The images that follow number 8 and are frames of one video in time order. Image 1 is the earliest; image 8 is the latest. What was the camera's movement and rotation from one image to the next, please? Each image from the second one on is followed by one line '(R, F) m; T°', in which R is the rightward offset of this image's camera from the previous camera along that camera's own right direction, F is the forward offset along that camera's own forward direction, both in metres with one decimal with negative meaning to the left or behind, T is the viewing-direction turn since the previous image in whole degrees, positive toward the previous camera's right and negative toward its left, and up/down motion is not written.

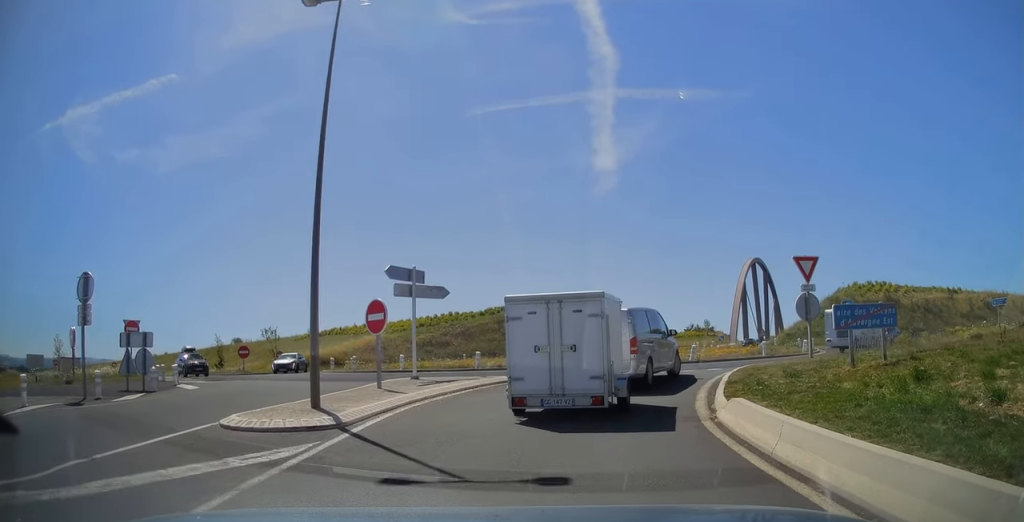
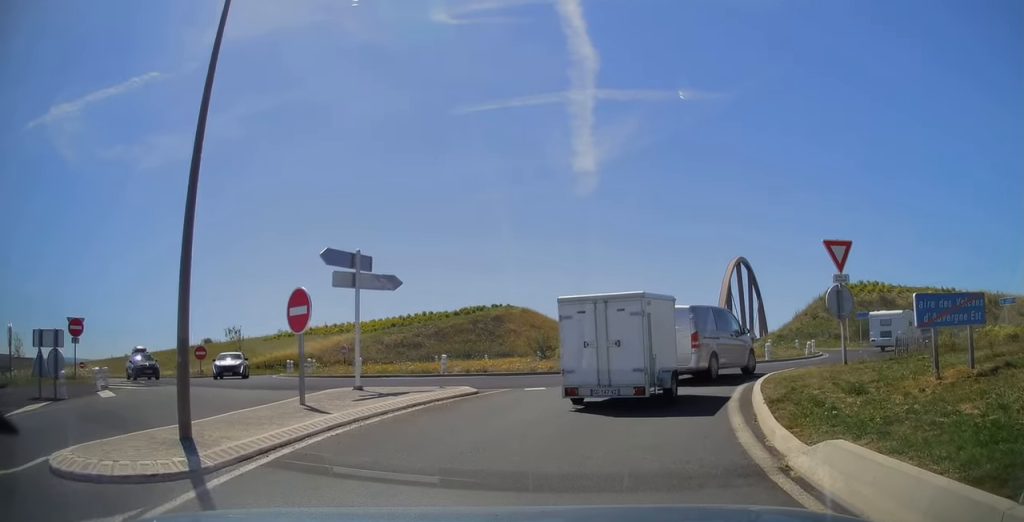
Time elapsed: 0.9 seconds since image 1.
(0.0, +4.0) m; +3°
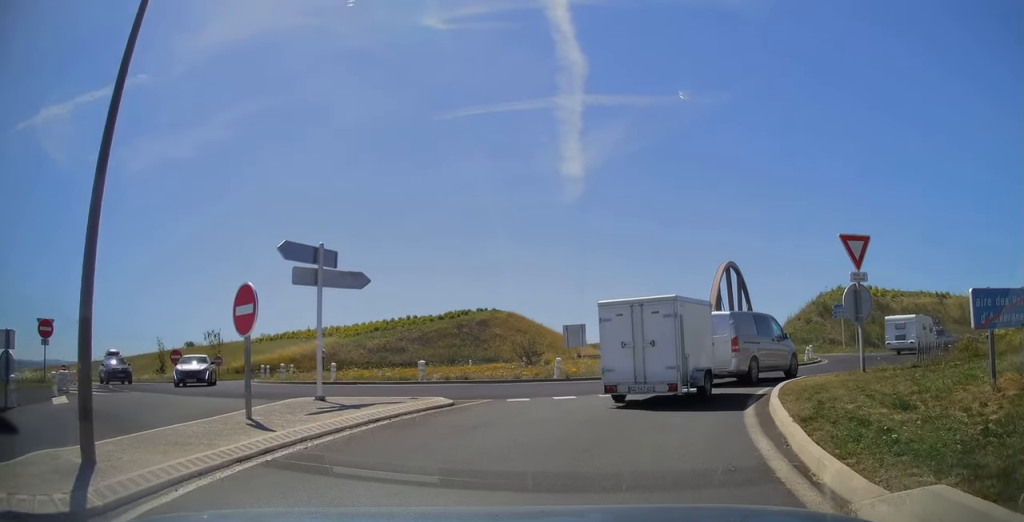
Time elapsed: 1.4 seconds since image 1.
(0.0, +1.9) m; +3°
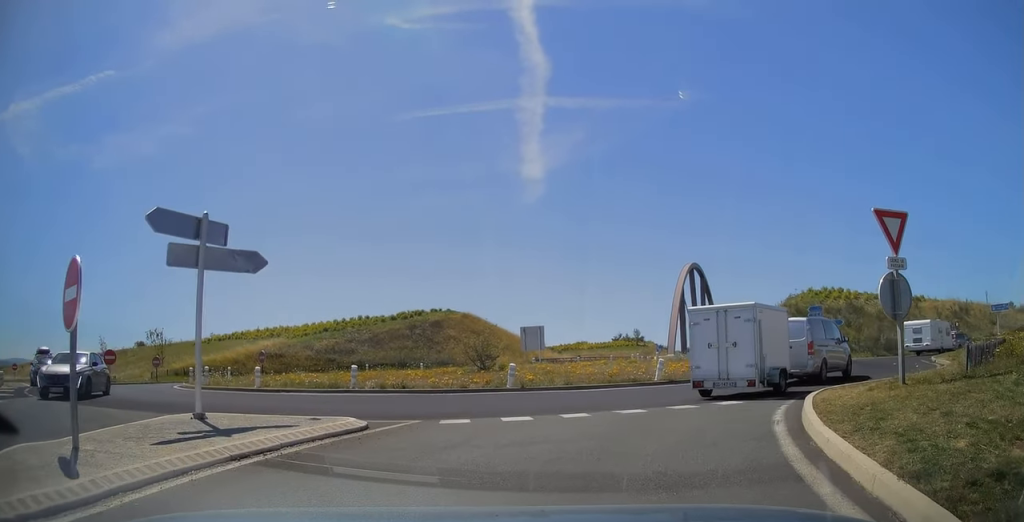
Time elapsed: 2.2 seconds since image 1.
(+0.1, +3.2) m; +4°
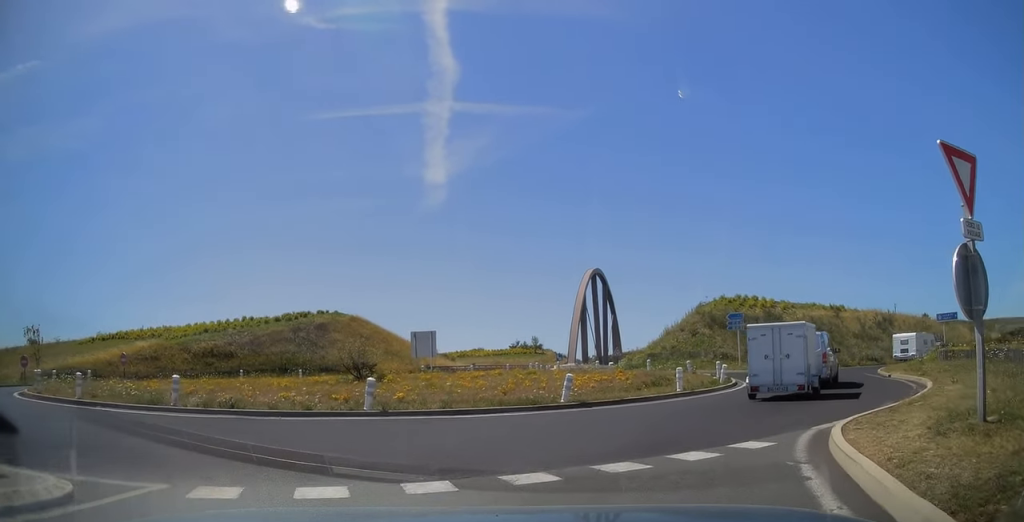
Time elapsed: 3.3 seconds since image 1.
(+0.1, +3.5) m; +7°
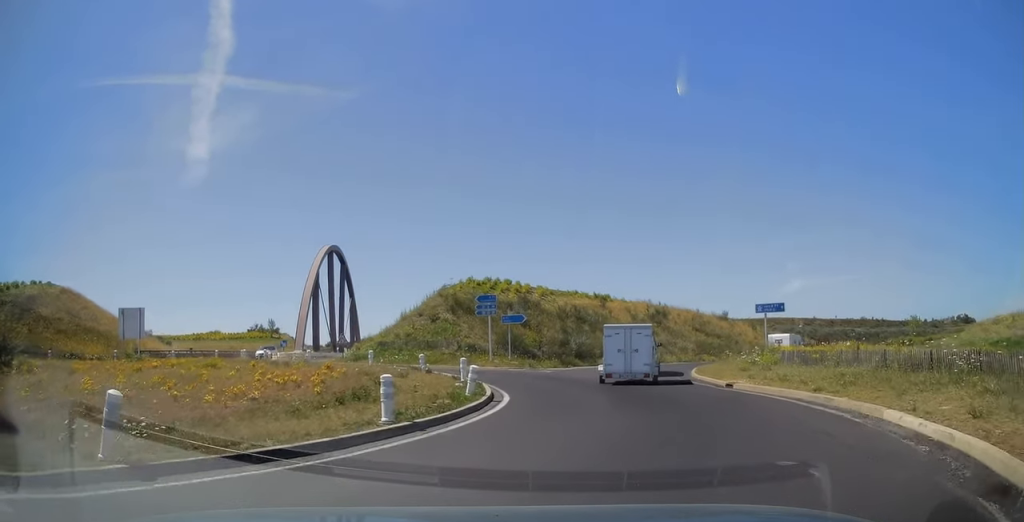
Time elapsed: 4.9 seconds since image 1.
(+1.1, +7.6) m; +17°
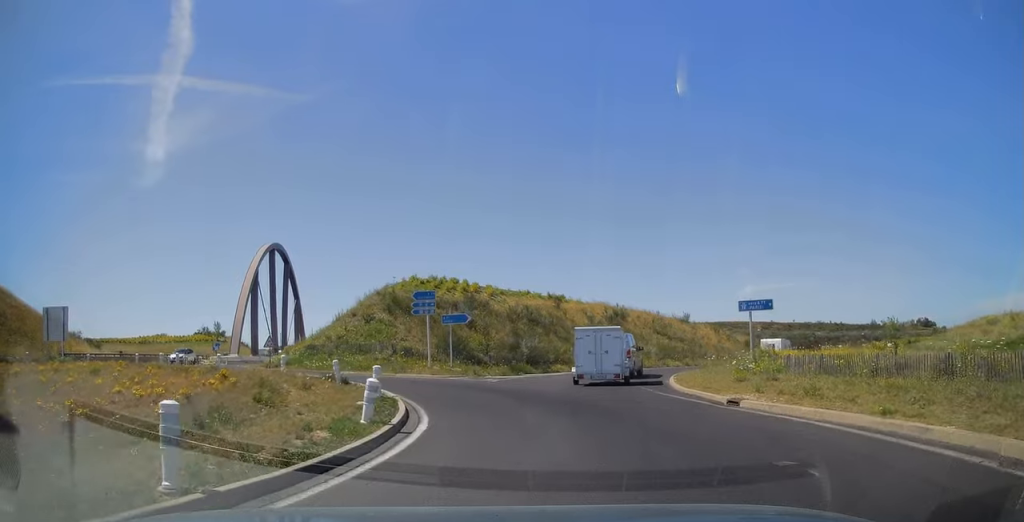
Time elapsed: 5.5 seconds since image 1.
(+0.2, +4.8) m; +6°
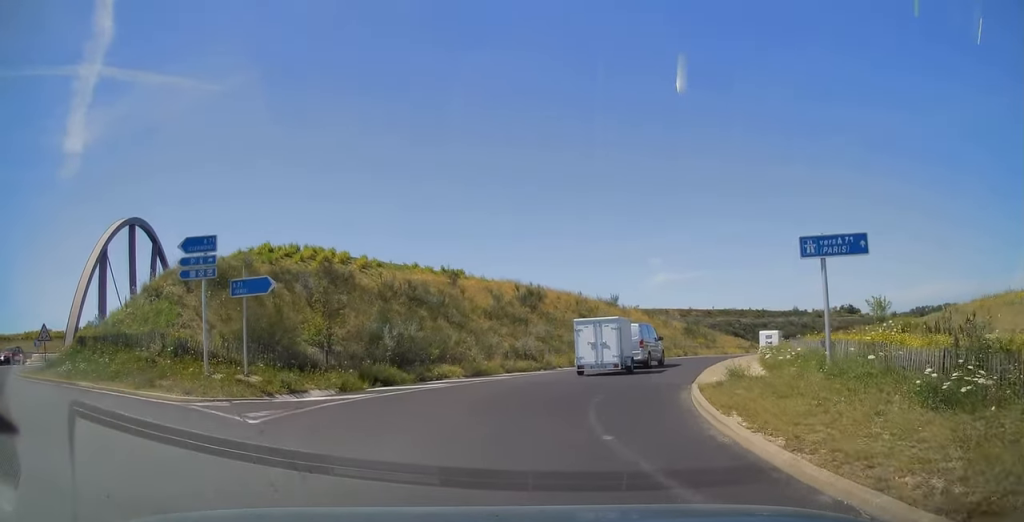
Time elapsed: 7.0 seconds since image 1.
(+1.7, +14.0) m; +11°
